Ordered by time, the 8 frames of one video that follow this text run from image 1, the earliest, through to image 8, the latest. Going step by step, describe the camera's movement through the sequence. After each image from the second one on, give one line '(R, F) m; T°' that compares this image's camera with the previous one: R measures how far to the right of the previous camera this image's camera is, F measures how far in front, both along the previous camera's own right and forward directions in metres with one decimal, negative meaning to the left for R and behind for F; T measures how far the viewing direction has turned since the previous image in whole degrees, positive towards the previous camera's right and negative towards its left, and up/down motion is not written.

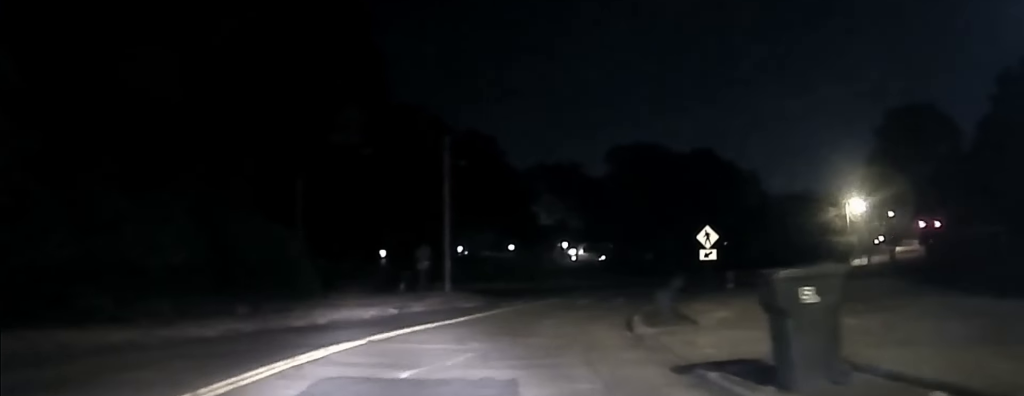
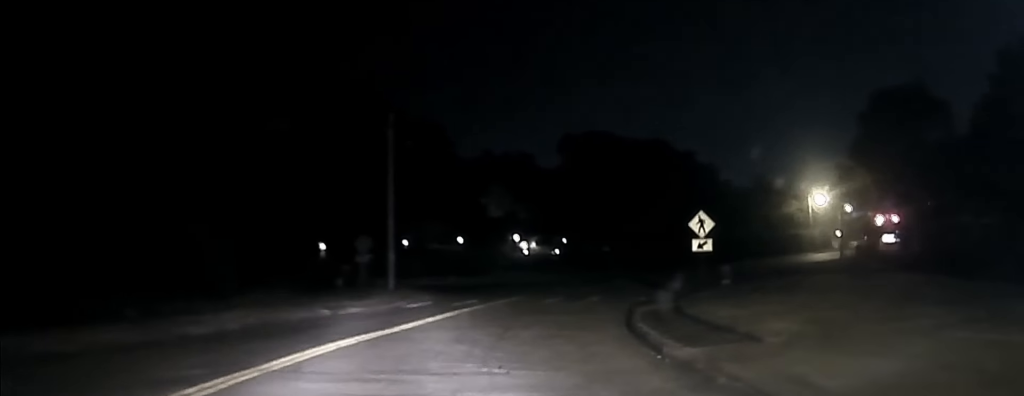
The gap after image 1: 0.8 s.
(+0.1, +6.3) m; +2°
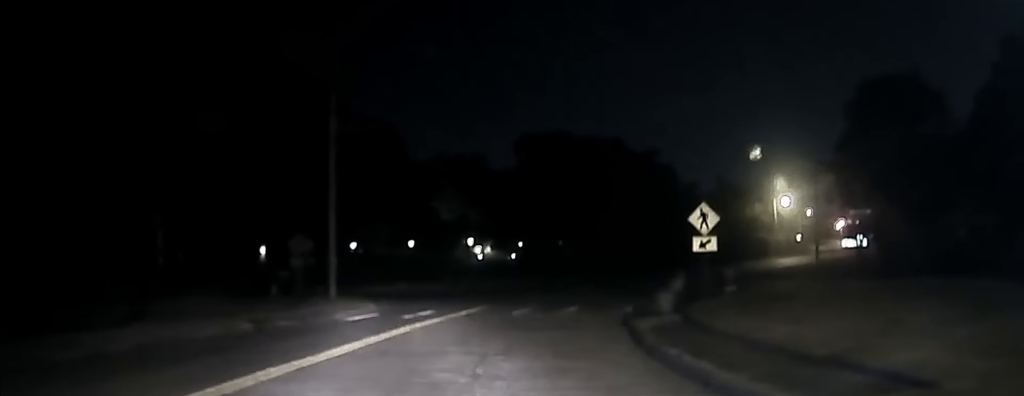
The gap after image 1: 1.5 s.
(+0.1, +6.0) m; +2°
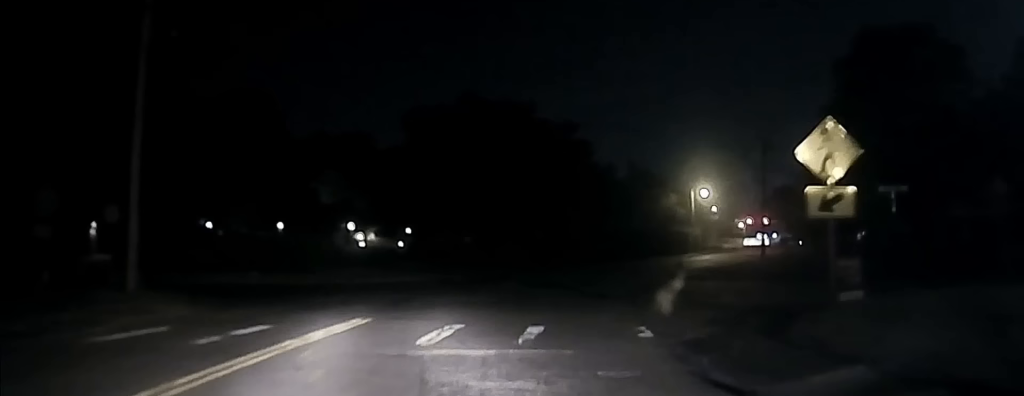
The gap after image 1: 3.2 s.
(+1.0, +15.1) m; +10°
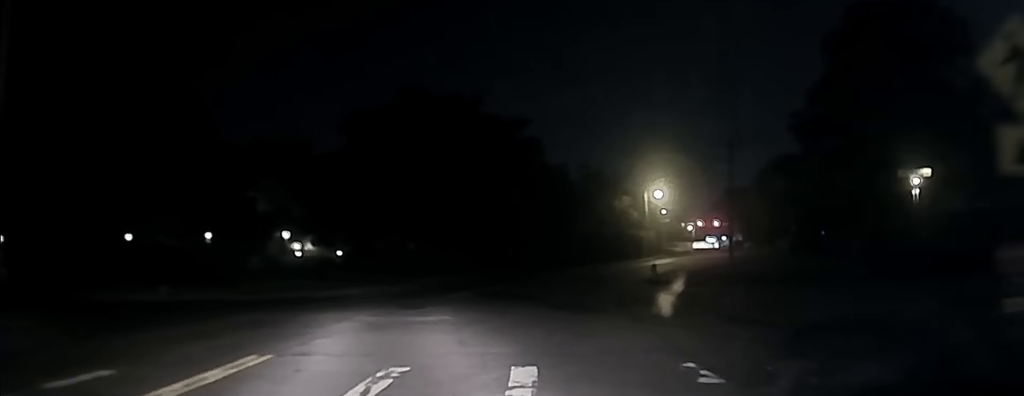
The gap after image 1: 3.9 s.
(+0.3, +5.4) m; +4°
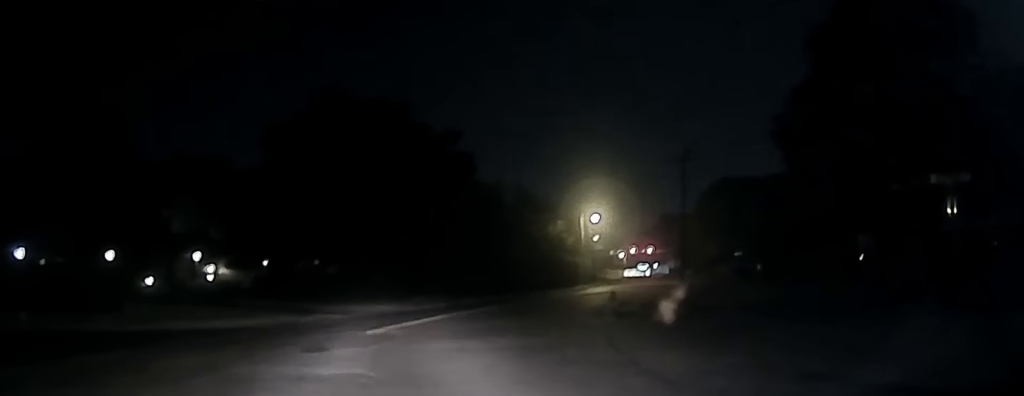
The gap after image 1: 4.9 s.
(+0.2, +6.1) m; +3°
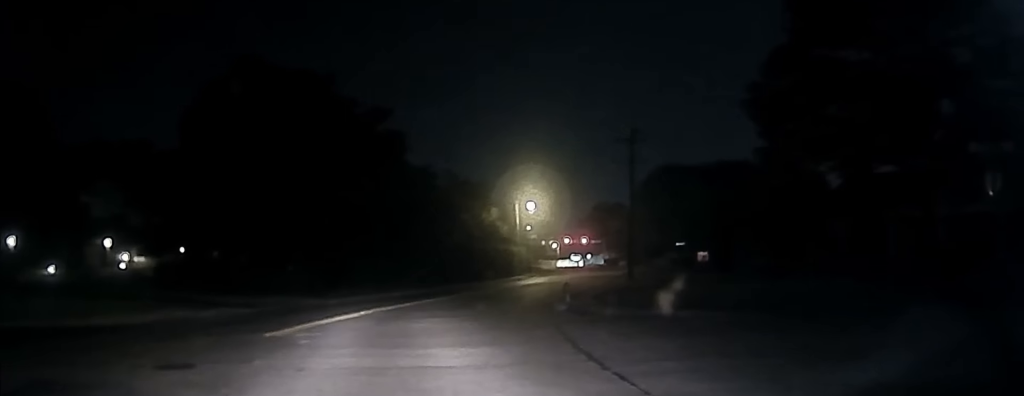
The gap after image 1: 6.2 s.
(+0.1, +4.8) m; +16°
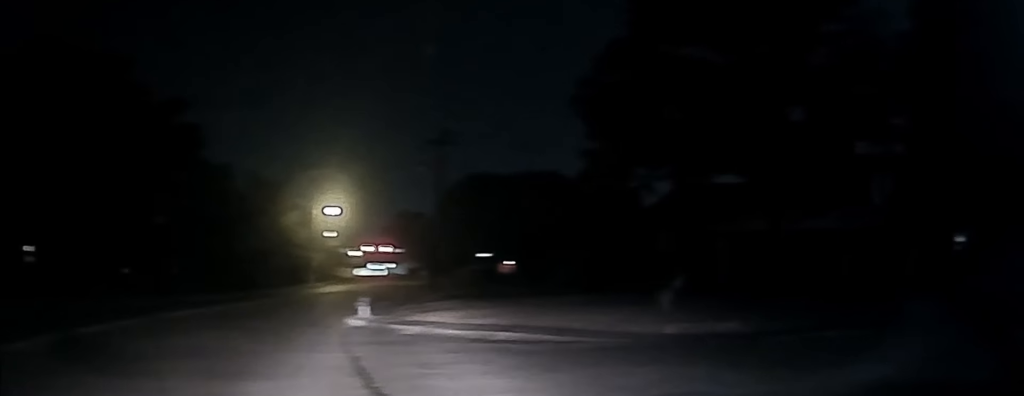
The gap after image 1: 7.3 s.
(+0.8, +2.9) m; +35°
